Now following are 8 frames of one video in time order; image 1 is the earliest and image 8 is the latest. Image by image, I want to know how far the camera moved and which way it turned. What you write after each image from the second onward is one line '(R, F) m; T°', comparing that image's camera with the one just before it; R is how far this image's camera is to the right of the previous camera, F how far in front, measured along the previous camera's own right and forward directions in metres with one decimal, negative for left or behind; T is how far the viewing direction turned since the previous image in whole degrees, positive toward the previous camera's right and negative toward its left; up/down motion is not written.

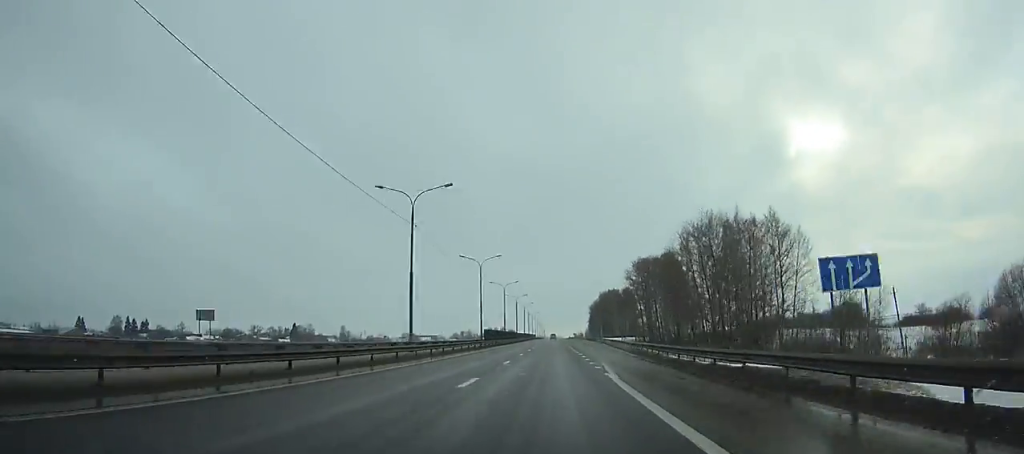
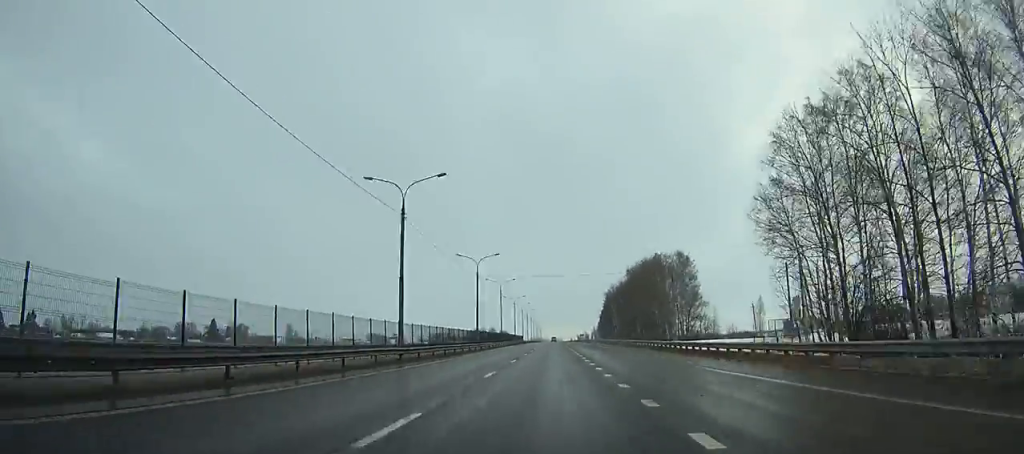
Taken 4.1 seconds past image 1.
(-0.1, +102.6) m; 0°
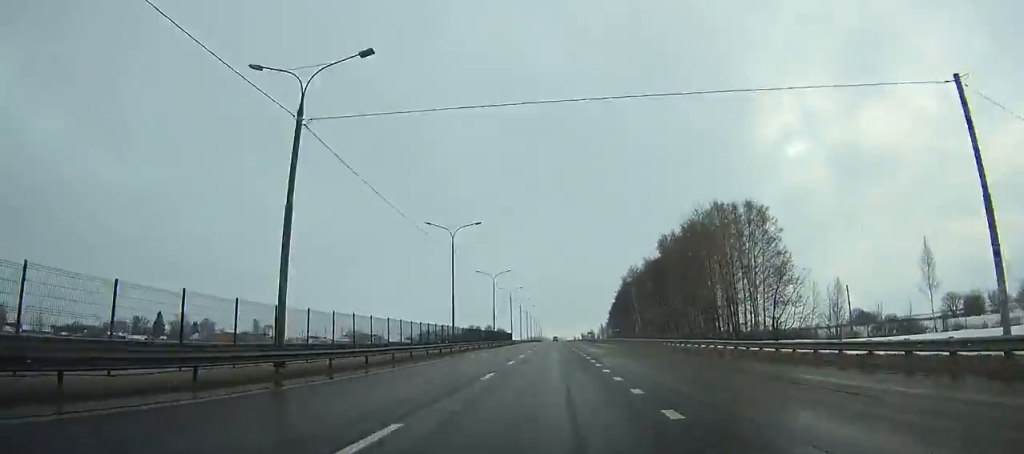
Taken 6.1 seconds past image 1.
(0.0, +50.0) m; 0°
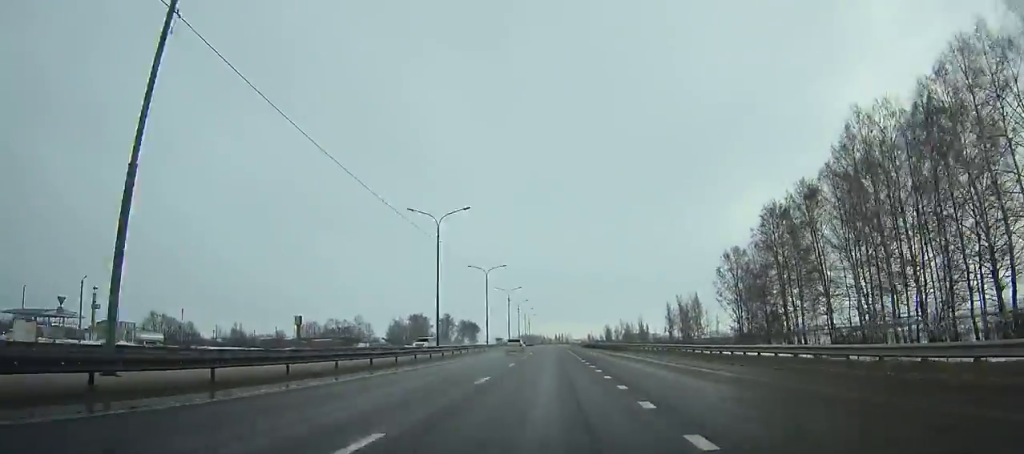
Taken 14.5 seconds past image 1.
(+0.5, +213.0) m; 0°
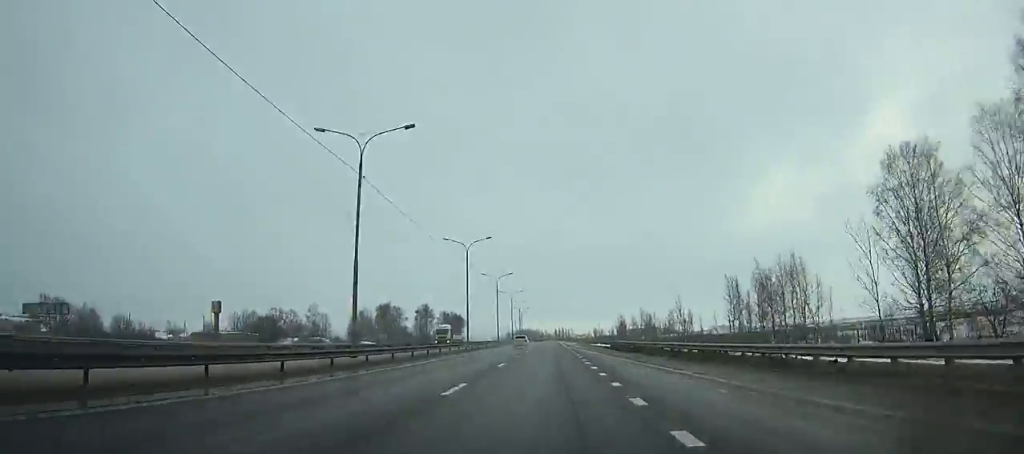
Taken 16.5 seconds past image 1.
(-0.1, +51.7) m; 0°
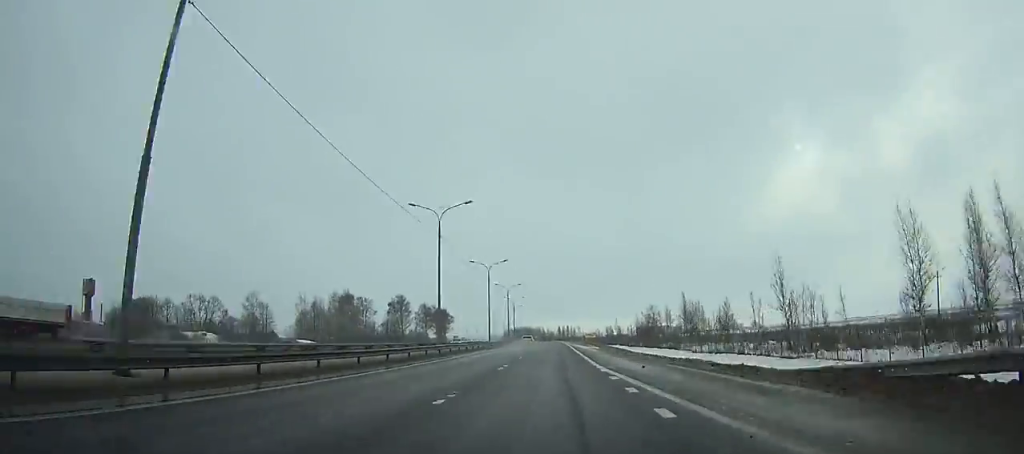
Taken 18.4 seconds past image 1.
(-0.1, +49.3) m; 0°
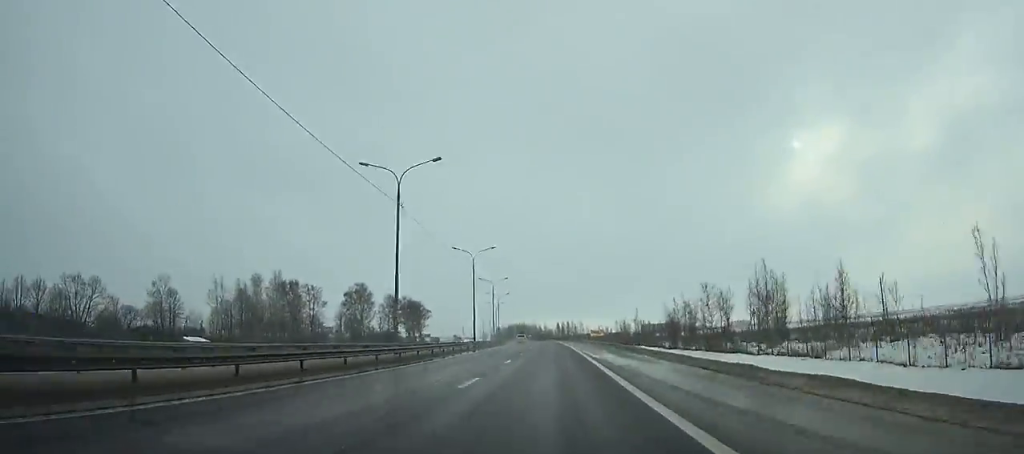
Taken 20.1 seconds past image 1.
(-0.2, +44.3) m; -1°
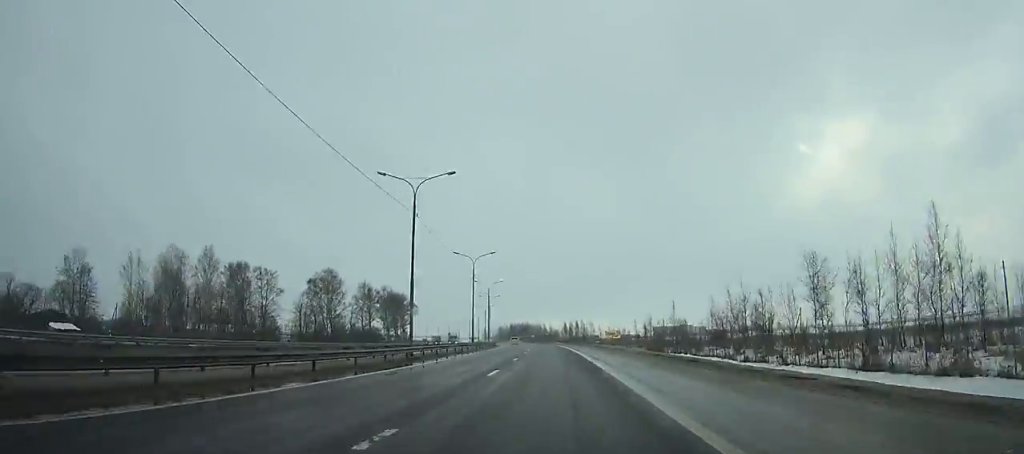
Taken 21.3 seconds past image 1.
(+0.2, +31.2) m; -1°
